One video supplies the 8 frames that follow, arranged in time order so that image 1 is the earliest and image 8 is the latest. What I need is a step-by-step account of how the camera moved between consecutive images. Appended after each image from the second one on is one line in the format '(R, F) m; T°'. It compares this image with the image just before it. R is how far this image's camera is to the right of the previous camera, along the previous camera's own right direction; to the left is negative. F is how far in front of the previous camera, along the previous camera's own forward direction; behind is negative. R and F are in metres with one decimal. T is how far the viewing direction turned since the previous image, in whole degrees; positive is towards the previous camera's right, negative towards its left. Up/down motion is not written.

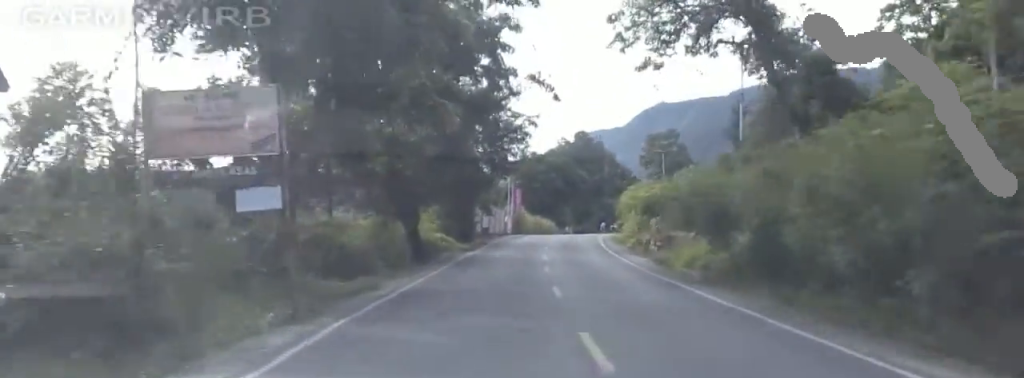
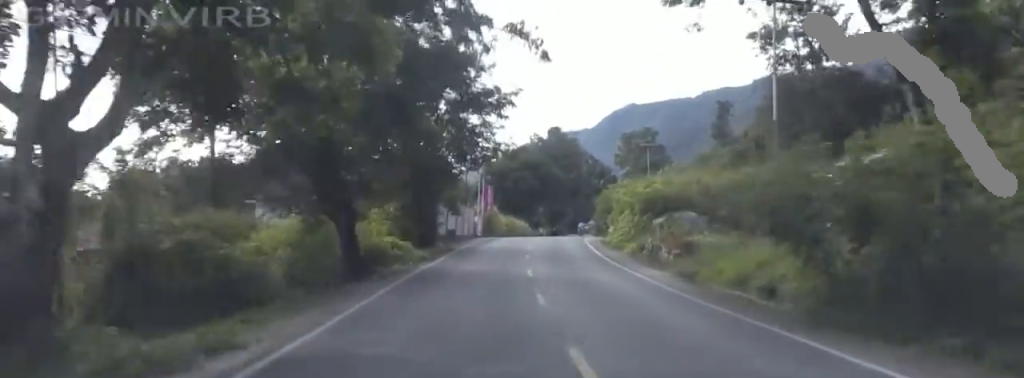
(+0.6, +9.1) m; +2°
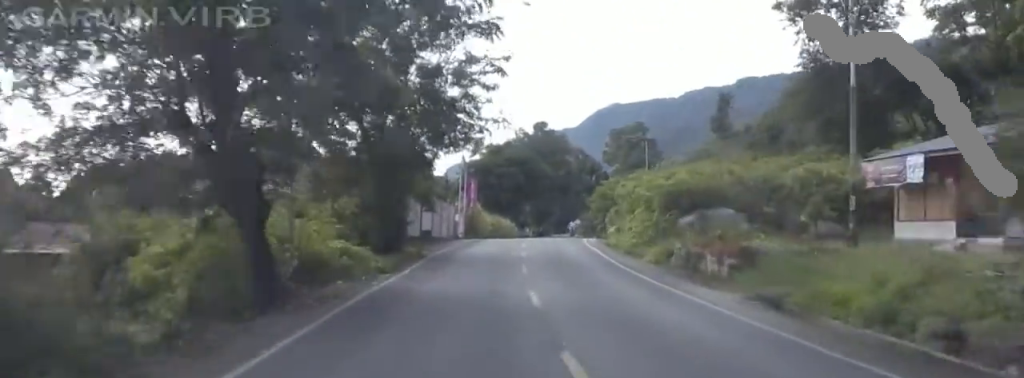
(-0.1, +8.7) m; +1°
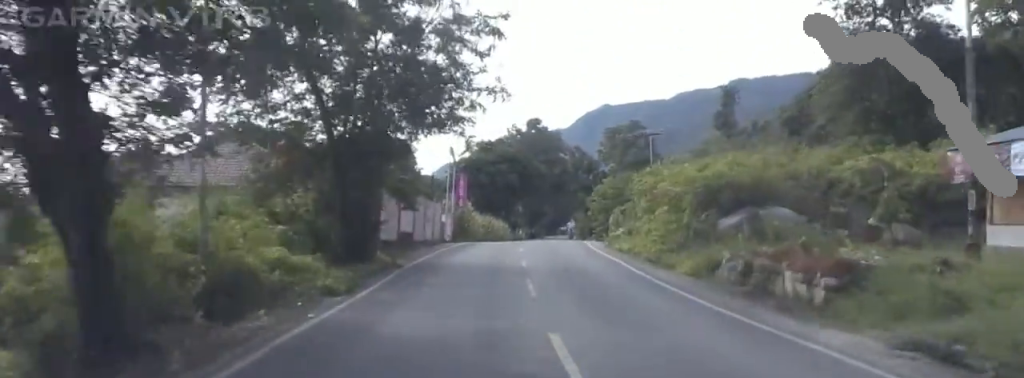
(-0.2, +6.9) m; 0°
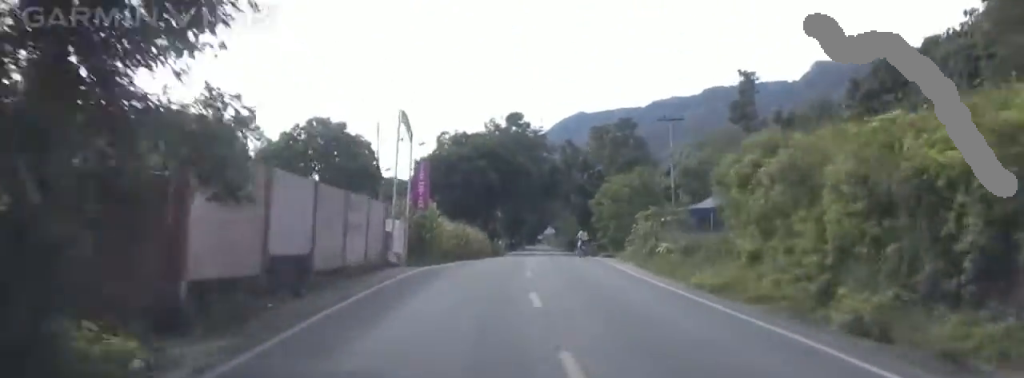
(+0.6, +18.0) m; +5°
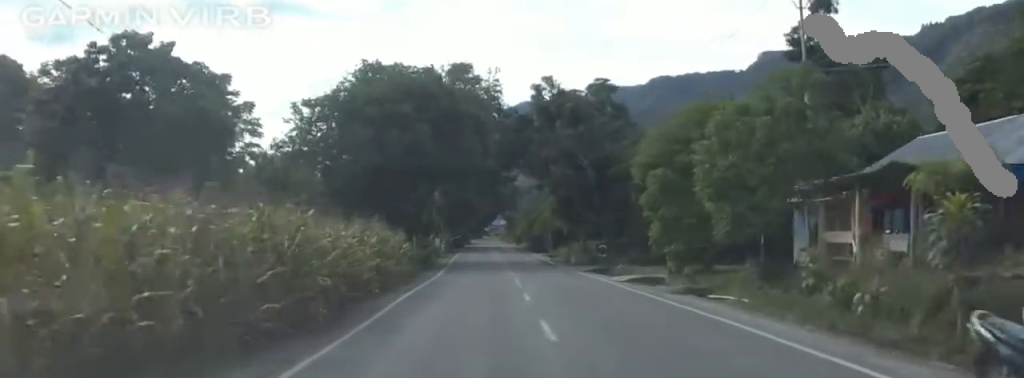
(+1.4, +35.6) m; +2°
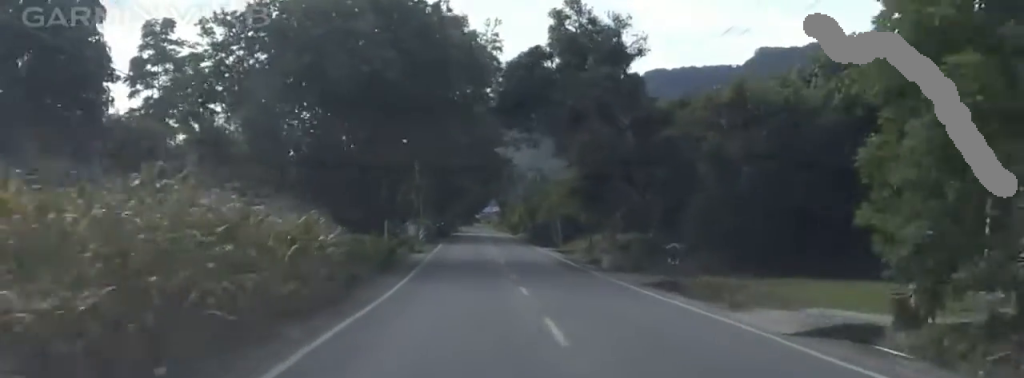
(-0.2, +17.0) m; -2°
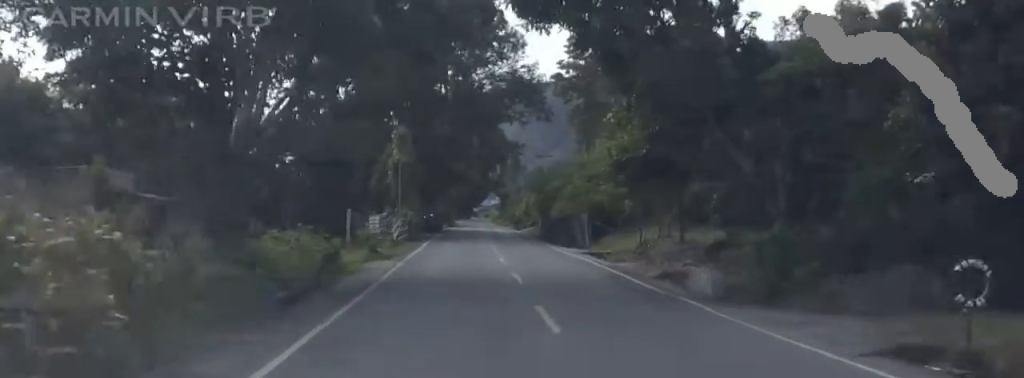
(-0.2, +15.6) m; +1°
